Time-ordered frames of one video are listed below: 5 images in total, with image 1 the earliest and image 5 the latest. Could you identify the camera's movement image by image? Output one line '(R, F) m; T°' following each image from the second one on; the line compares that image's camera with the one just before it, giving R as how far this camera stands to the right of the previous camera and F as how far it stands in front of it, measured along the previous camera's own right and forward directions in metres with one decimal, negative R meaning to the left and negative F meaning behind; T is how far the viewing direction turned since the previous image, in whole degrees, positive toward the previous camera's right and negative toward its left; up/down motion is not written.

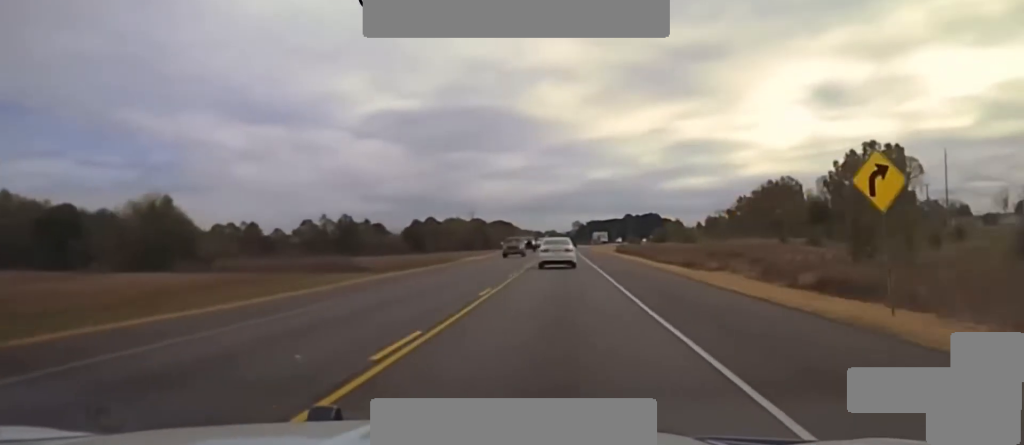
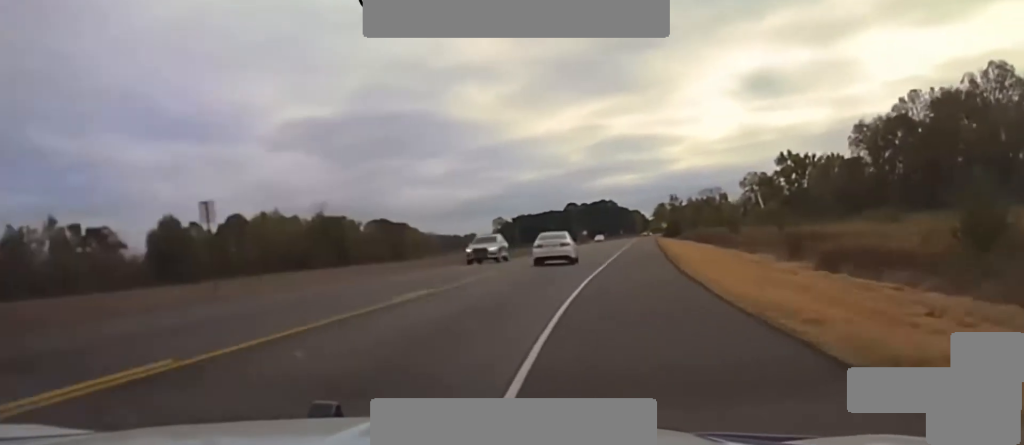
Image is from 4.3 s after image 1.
(+2.9, +218.5) m; +5°
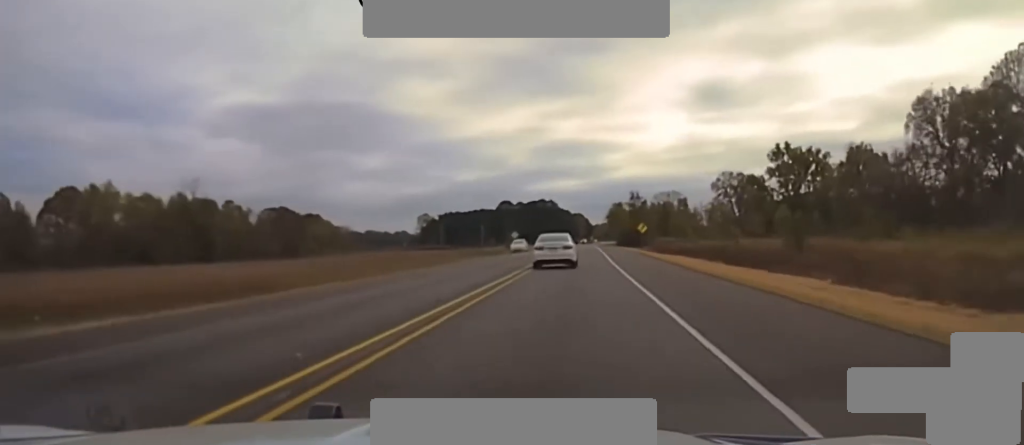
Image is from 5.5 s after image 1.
(+2.5, +58.7) m; +4°
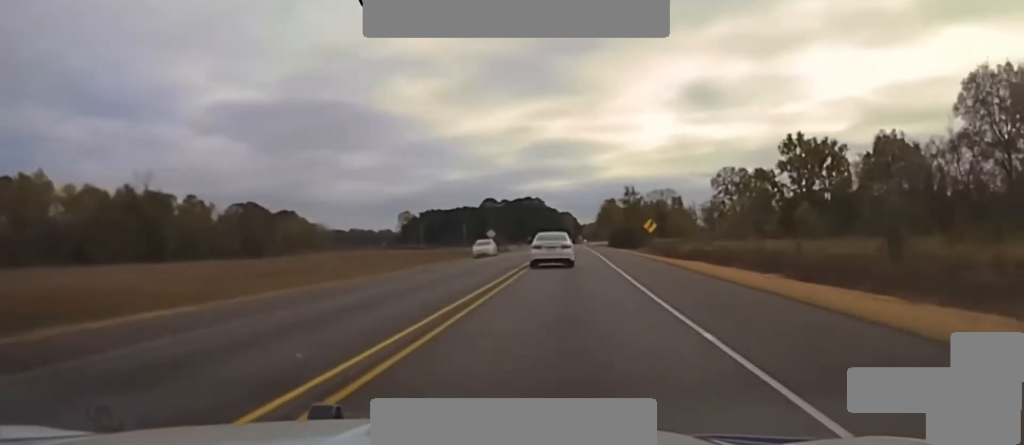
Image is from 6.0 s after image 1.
(+0.2, +22.0) m; +1°
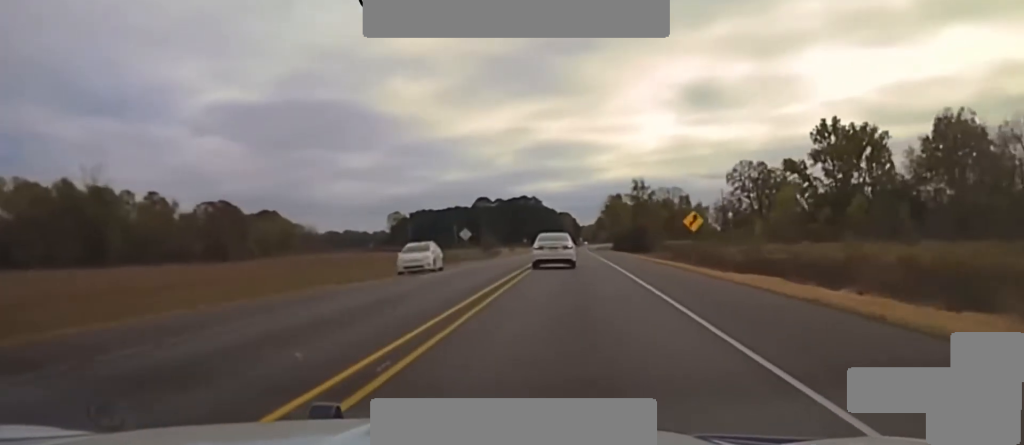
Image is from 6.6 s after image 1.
(+0.2, +26.8) m; 0°
